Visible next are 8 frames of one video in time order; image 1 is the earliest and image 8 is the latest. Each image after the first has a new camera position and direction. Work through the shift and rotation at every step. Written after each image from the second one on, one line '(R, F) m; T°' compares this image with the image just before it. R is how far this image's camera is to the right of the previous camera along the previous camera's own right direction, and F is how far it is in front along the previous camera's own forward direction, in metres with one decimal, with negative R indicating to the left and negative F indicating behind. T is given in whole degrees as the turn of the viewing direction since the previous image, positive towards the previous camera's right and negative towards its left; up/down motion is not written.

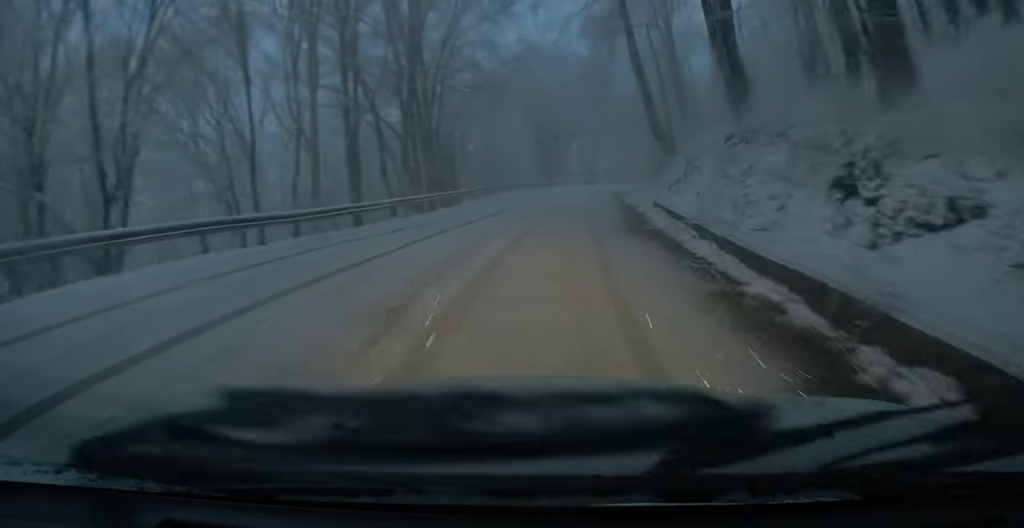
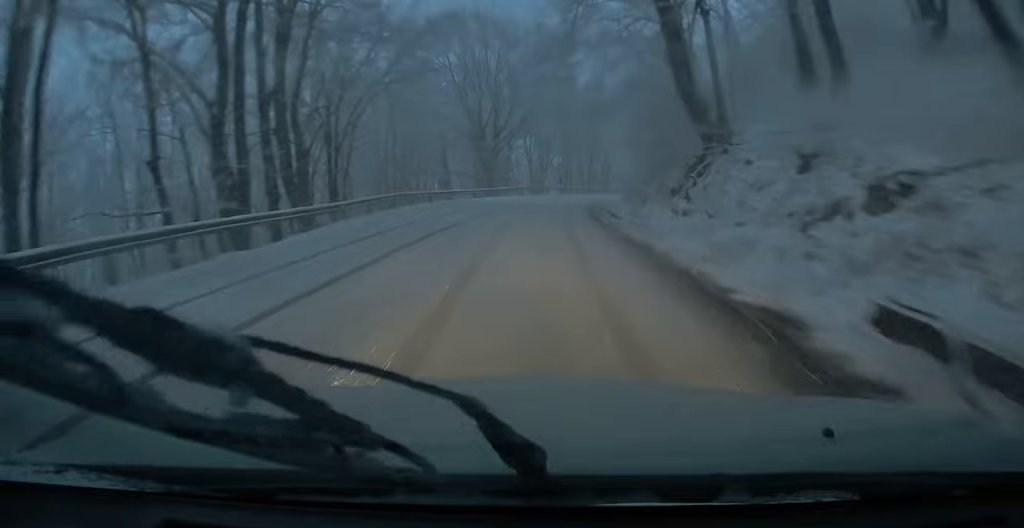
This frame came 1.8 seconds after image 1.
(+1.1, +15.6) m; +6°
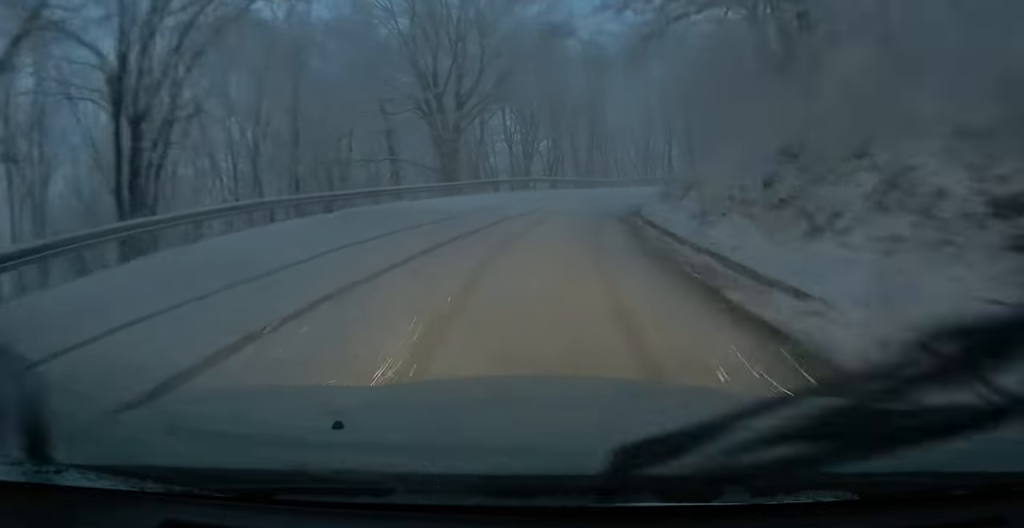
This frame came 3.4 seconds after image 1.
(+0.1, +12.9) m; -3°
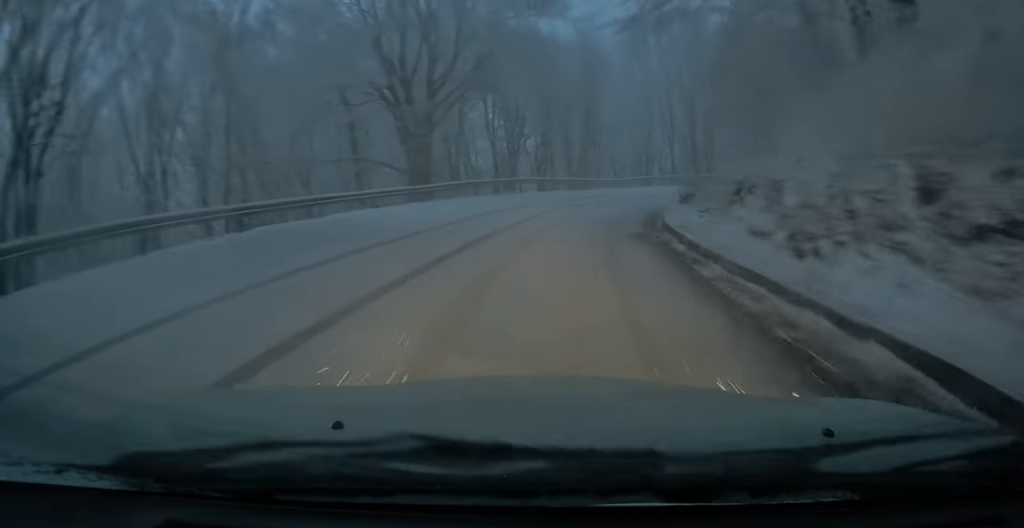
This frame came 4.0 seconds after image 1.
(+0.3, +4.4) m; -4°
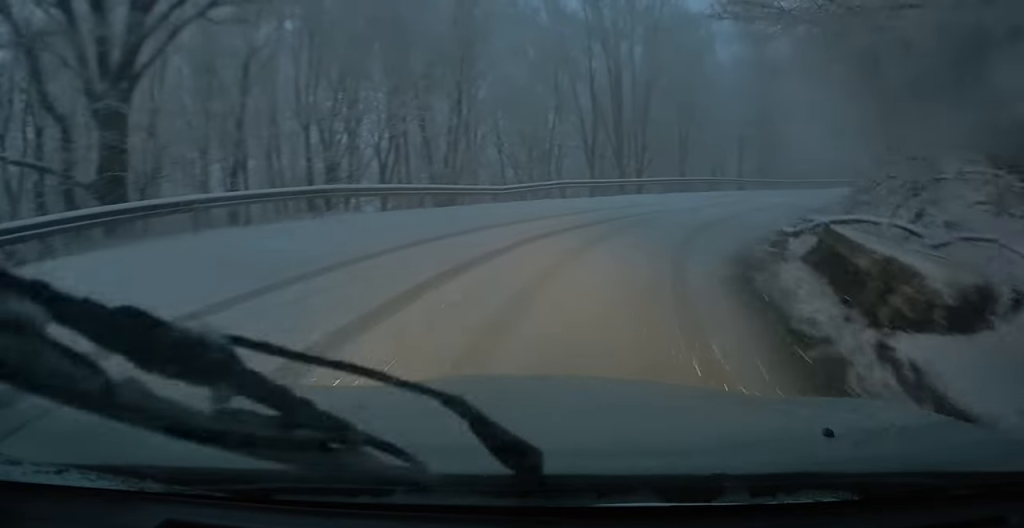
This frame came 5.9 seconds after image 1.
(+0.9, +13.9) m; +21°
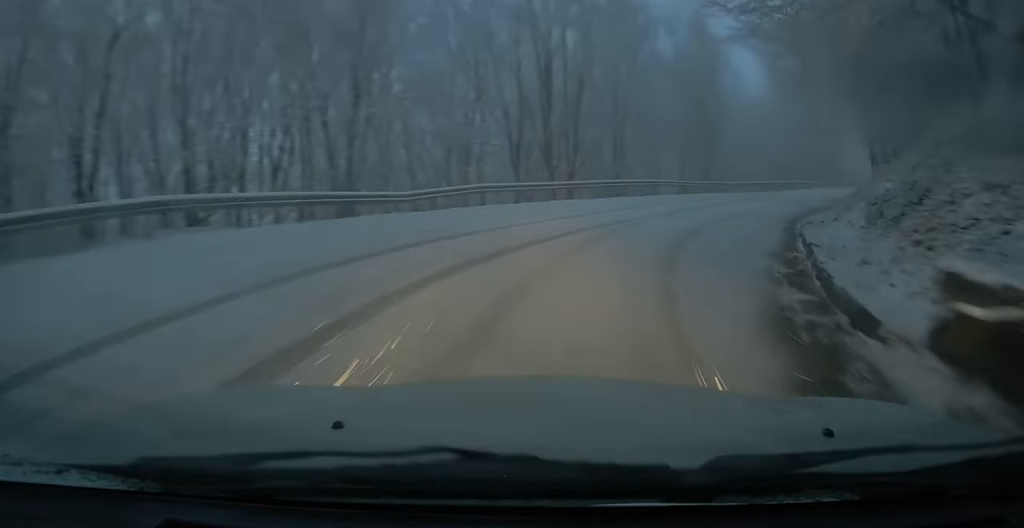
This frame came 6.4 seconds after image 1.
(+0.4, +4.1) m; +6°
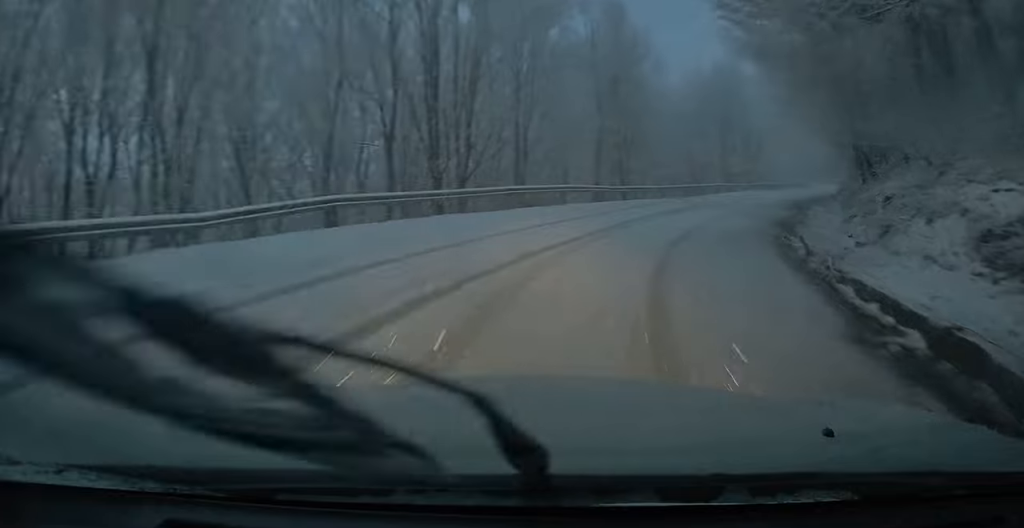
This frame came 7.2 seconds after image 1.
(+0.3, +5.6) m; +7°
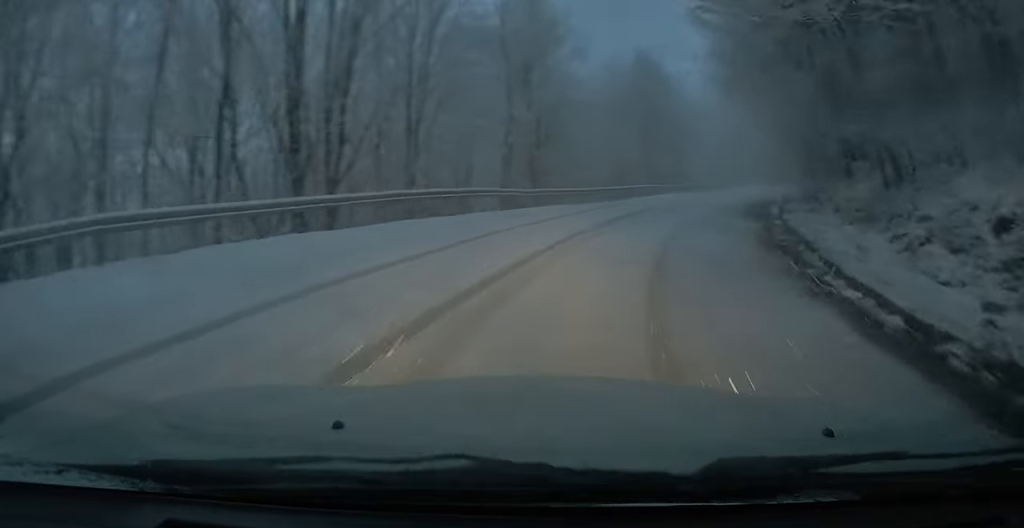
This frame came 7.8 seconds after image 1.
(+0.2, +5.0) m; +6°
